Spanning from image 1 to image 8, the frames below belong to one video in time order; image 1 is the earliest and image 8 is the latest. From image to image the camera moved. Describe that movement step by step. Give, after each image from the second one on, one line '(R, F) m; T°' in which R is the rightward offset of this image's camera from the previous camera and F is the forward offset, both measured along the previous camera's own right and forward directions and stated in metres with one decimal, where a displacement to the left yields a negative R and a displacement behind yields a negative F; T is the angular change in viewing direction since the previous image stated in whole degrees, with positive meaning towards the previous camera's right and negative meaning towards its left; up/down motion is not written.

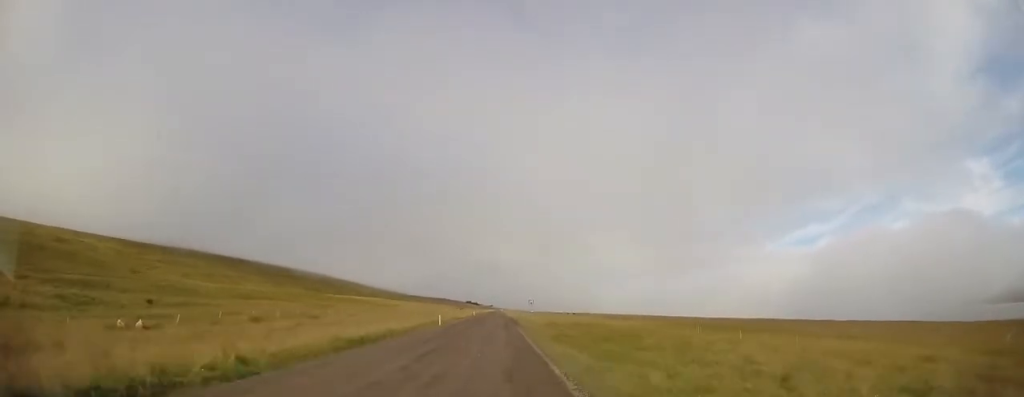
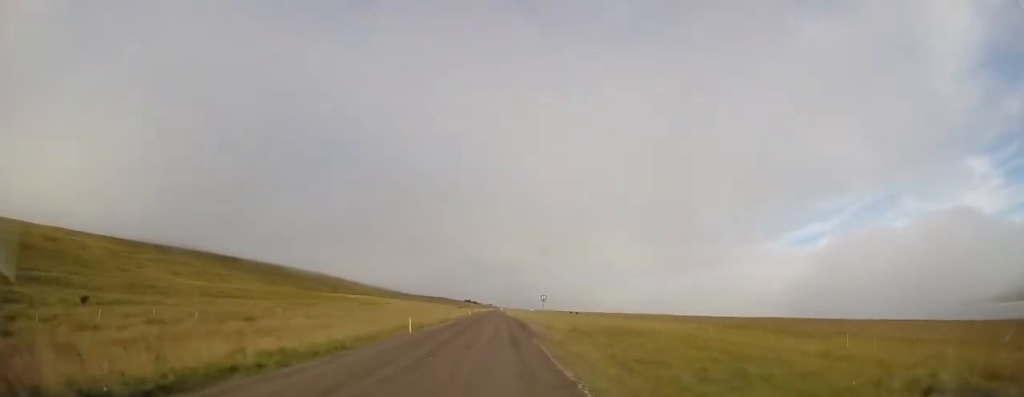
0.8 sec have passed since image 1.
(-0.1, +12.6) m; -1°
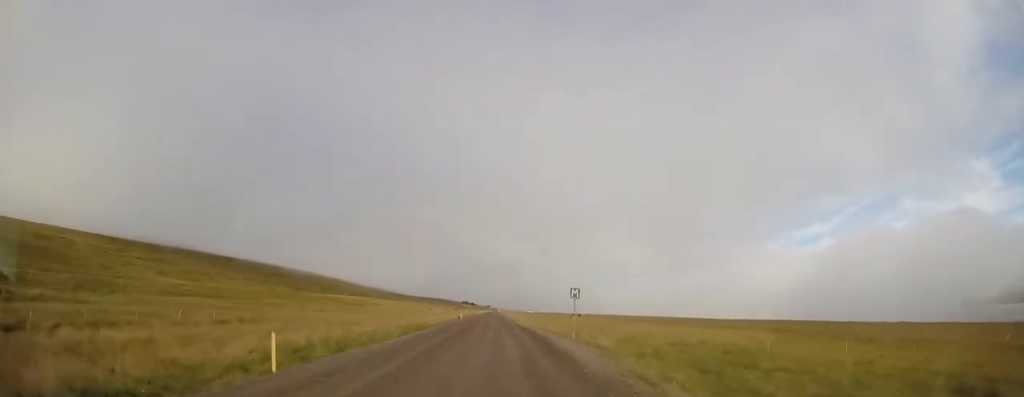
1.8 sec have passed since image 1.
(-0.1, +15.0) m; 0°
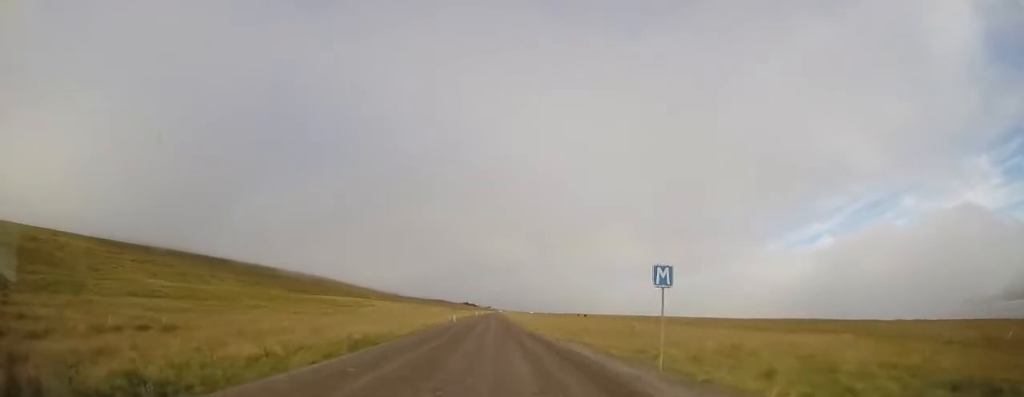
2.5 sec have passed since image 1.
(0.0, +11.2) m; +1°
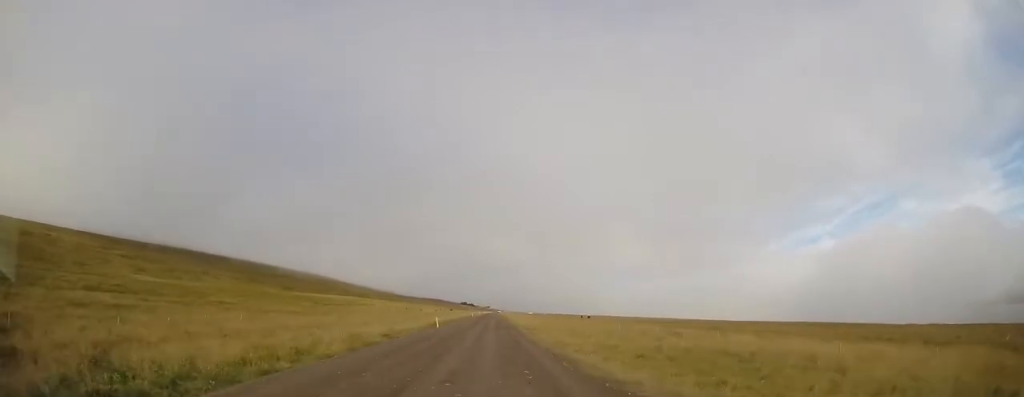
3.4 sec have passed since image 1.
(+0.2, +13.0) m; +1°
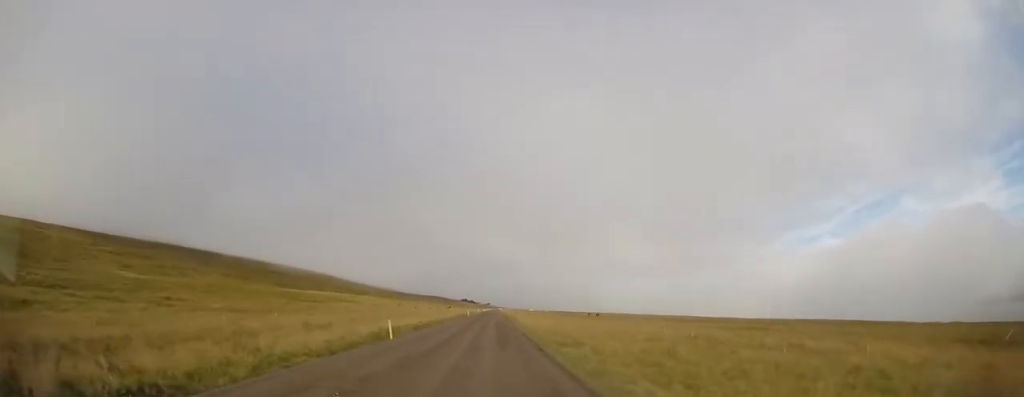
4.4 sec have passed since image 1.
(0.0, +15.8) m; -1°
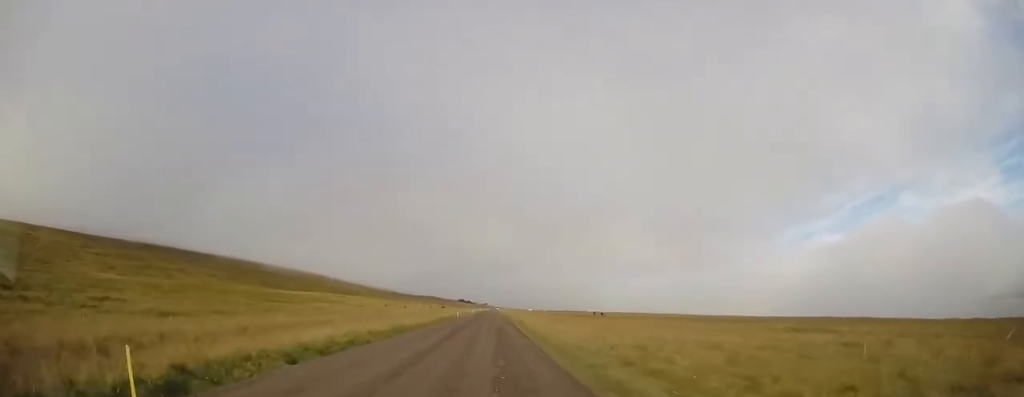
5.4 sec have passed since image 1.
(-0.2, +14.8) m; -1°
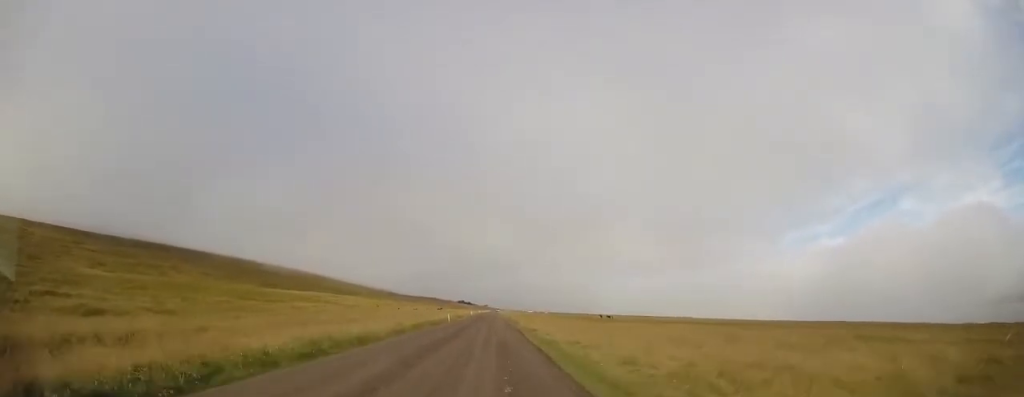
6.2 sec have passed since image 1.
(+0.1, +11.6) m; 0°
